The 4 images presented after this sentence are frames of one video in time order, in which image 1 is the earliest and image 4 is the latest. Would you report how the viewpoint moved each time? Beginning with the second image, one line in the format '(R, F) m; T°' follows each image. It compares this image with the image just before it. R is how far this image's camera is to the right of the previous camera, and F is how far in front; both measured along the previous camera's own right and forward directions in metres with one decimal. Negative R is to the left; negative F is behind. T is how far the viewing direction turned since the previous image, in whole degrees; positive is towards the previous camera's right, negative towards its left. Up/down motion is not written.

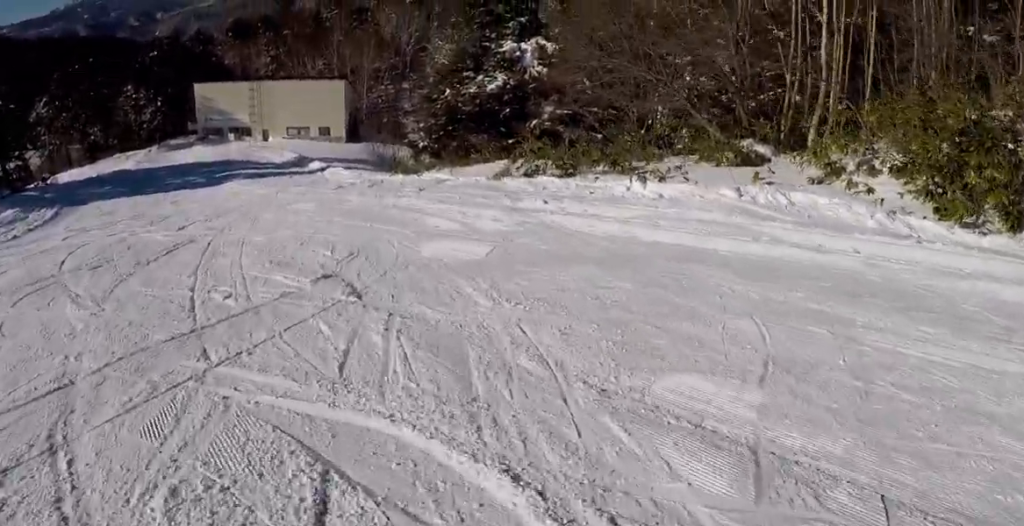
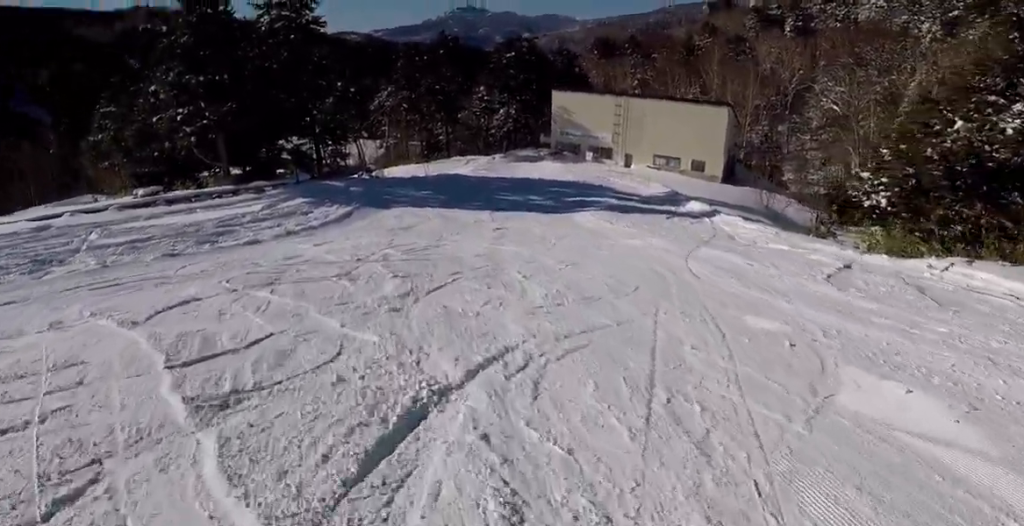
(-3.5, +13.6) m; -11°
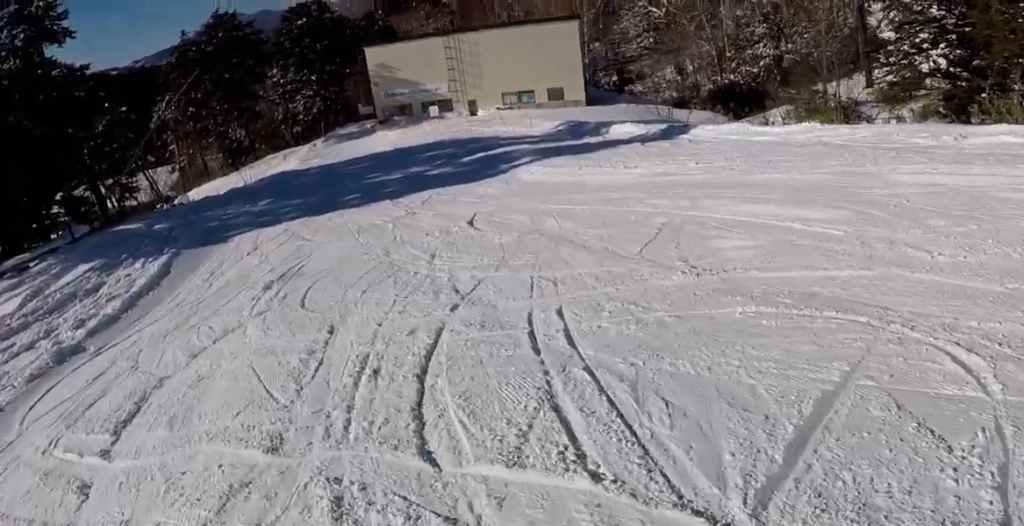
(+3.9, +13.9) m; +17°
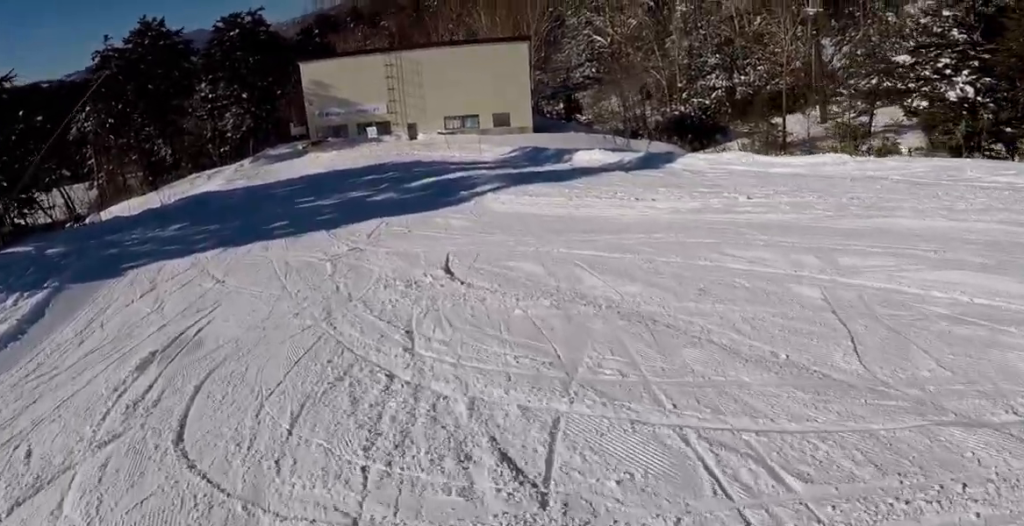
(-0.1, +4.6) m; -4°
